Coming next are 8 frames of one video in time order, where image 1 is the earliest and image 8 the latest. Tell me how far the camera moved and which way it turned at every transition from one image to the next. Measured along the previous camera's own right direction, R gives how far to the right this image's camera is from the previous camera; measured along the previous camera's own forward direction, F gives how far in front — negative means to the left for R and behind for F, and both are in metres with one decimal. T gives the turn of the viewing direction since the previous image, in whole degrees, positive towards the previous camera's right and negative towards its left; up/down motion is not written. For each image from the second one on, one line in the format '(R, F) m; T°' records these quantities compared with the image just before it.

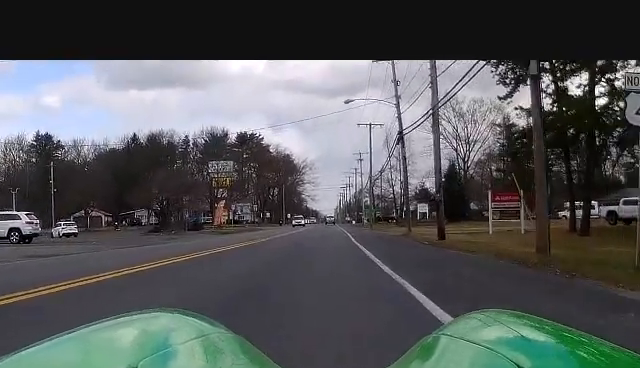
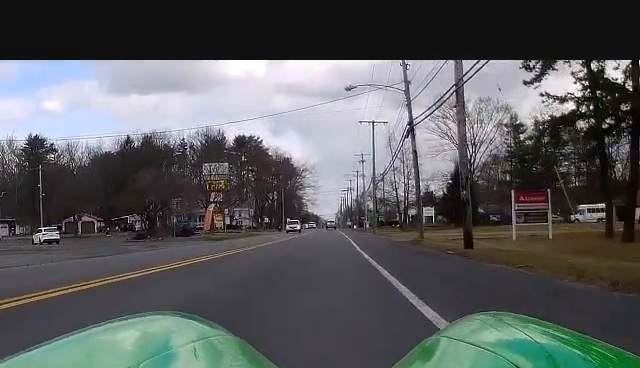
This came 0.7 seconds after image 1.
(-0.2, +6.1) m; +1°
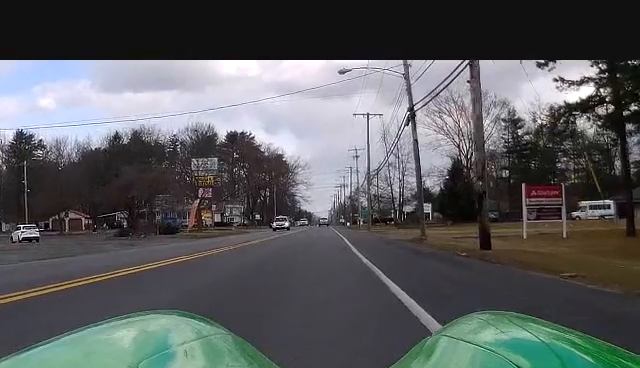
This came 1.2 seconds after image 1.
(+0.3, +3.8) m; +1°
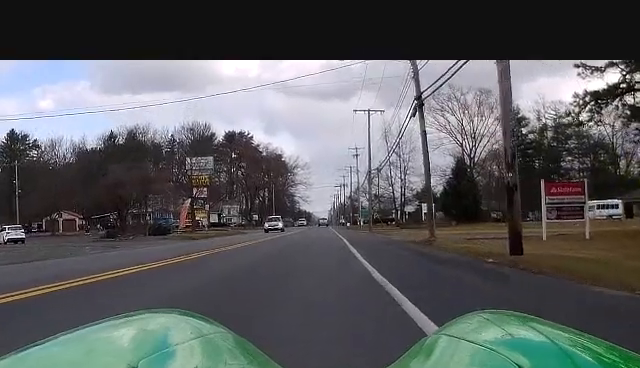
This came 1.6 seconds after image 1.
(+0.2, +3.6) m; +1°
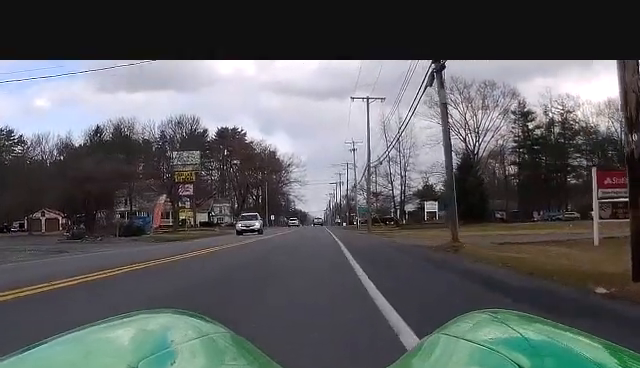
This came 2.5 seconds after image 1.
(-0.2, +7.5) m; 0°
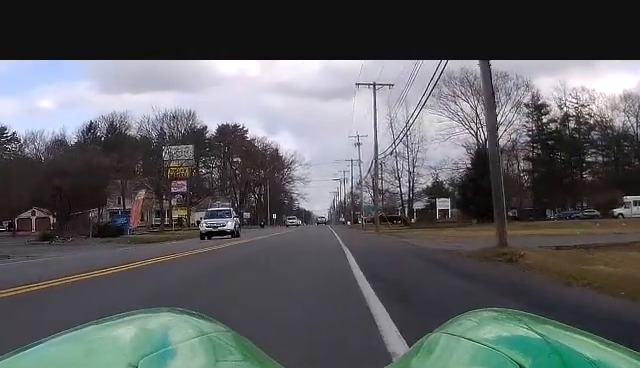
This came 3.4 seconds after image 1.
(+0.1, +6.9) m; 0°
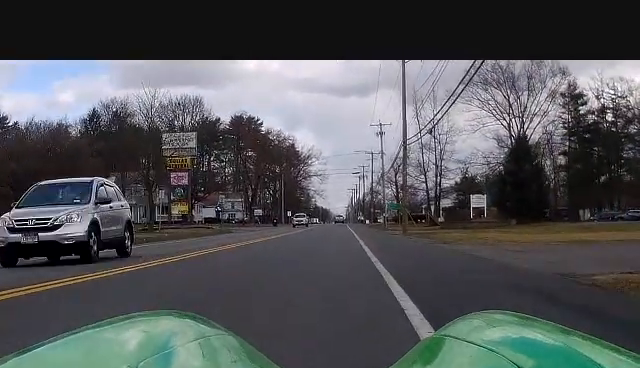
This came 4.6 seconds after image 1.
(-0.2, +10.4) m; -2°
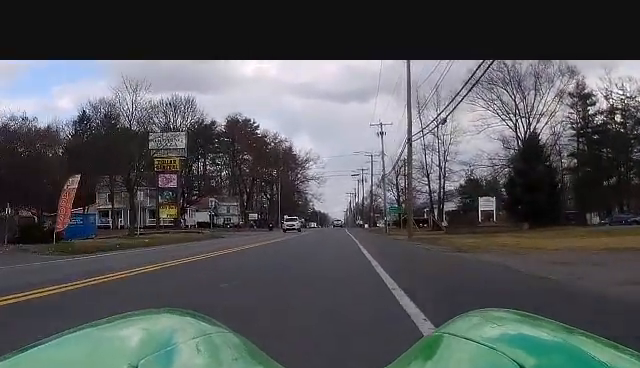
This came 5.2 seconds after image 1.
(-0.1, +5.1) m; 0°
